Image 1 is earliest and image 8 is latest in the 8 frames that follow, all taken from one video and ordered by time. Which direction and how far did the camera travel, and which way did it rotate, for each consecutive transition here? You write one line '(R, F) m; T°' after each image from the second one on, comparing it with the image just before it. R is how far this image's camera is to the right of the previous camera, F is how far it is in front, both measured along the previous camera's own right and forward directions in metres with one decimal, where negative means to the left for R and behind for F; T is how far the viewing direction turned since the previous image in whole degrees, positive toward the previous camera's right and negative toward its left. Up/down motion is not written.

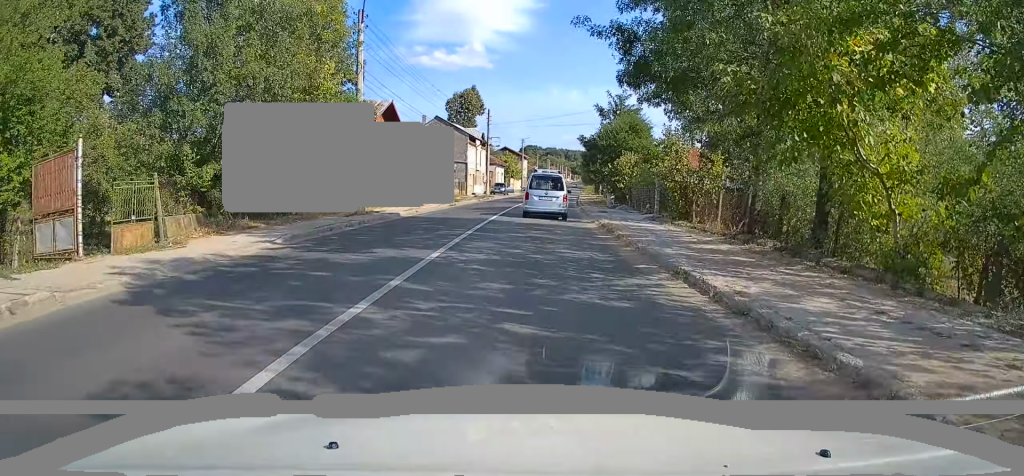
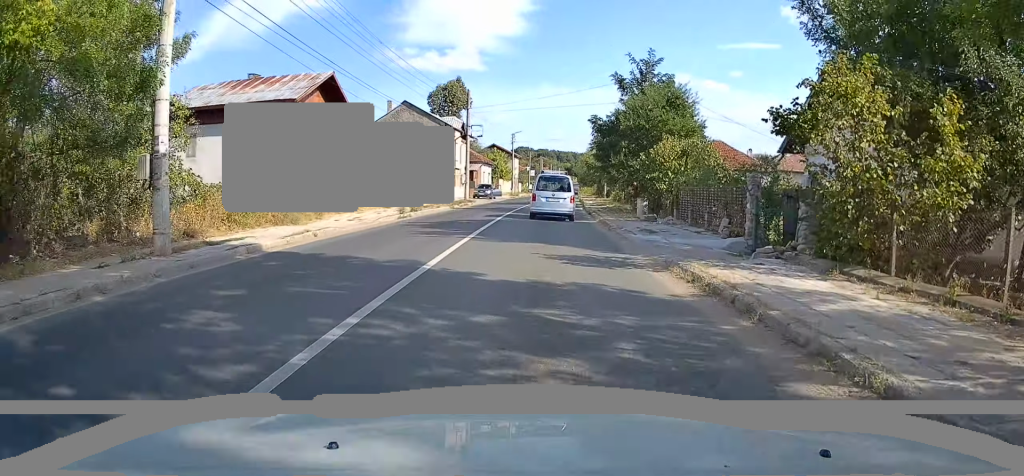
(+0.1, +13.5) m; +1°
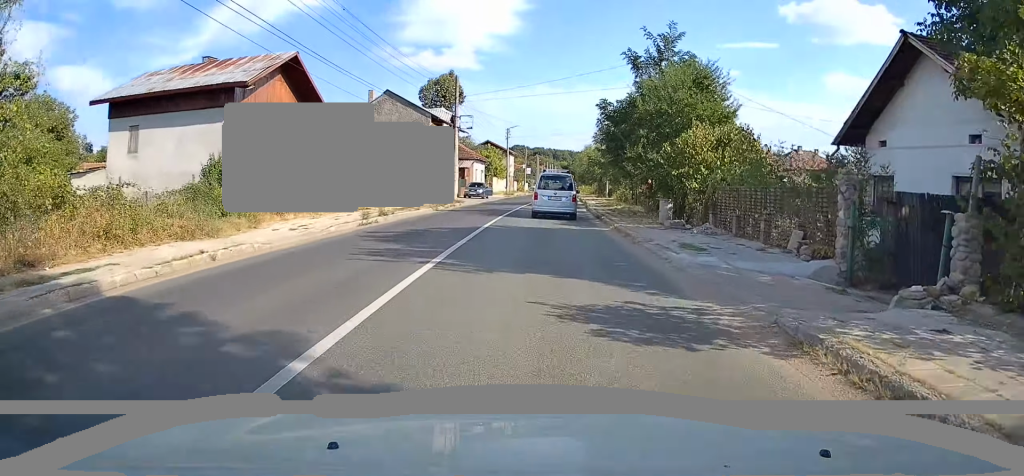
(0.0, +5.4) m; 0°
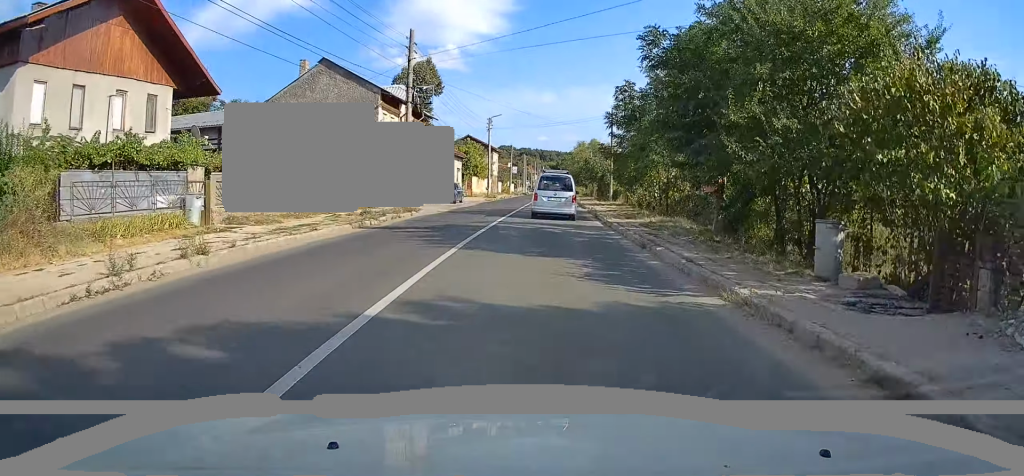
(+0.1, +12.9) m; +1°
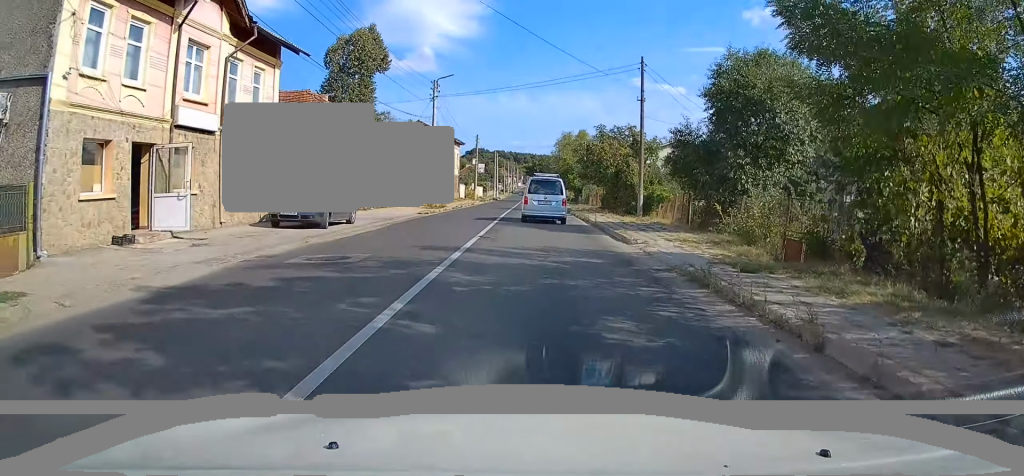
(+0.2, +23.8) m; +1°
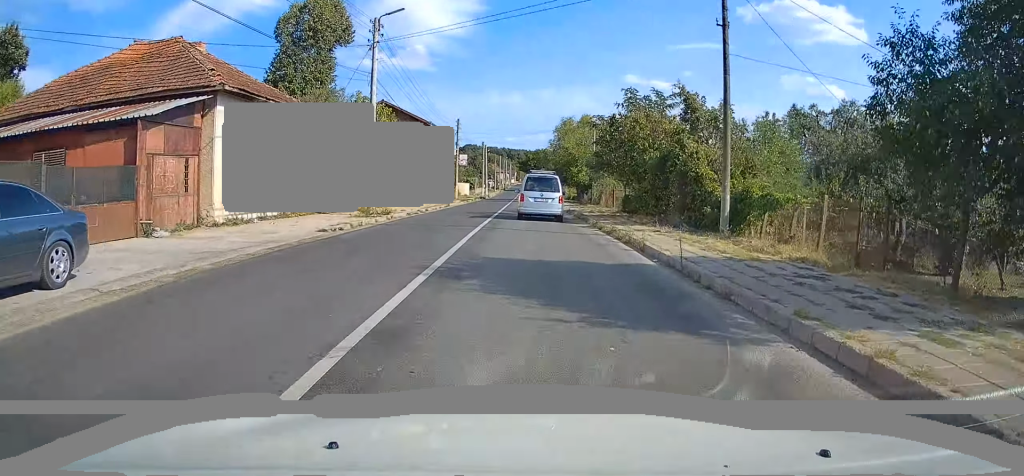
(+0.3, +14.4) m; +2°
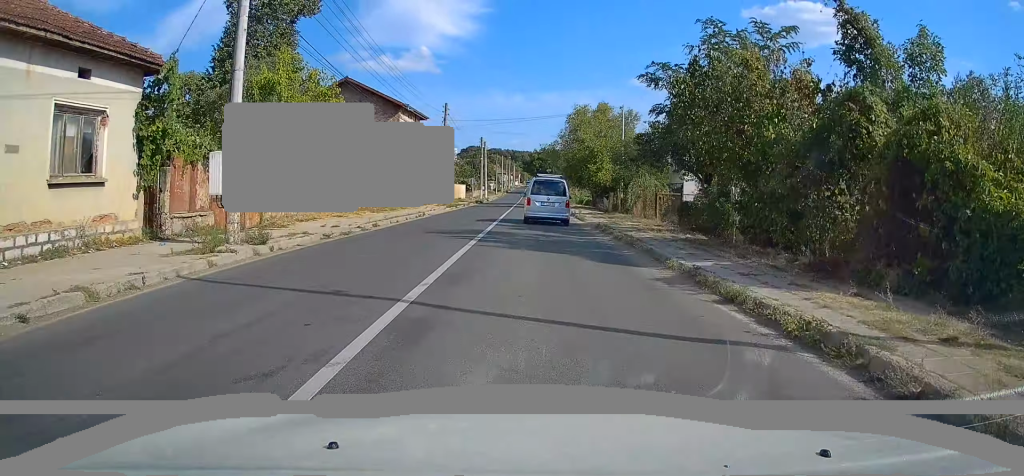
(+0.1, +12.7) m; 0°
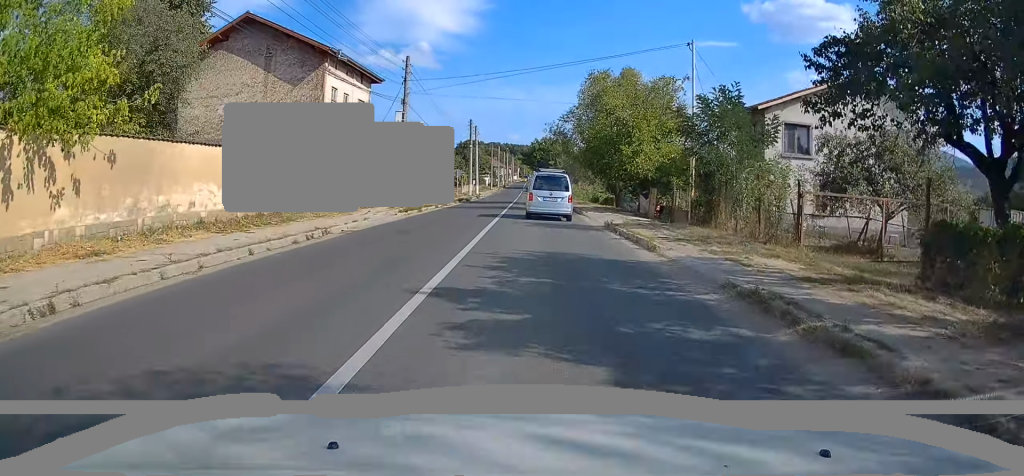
(-0.2, +16.0) m; 0°
